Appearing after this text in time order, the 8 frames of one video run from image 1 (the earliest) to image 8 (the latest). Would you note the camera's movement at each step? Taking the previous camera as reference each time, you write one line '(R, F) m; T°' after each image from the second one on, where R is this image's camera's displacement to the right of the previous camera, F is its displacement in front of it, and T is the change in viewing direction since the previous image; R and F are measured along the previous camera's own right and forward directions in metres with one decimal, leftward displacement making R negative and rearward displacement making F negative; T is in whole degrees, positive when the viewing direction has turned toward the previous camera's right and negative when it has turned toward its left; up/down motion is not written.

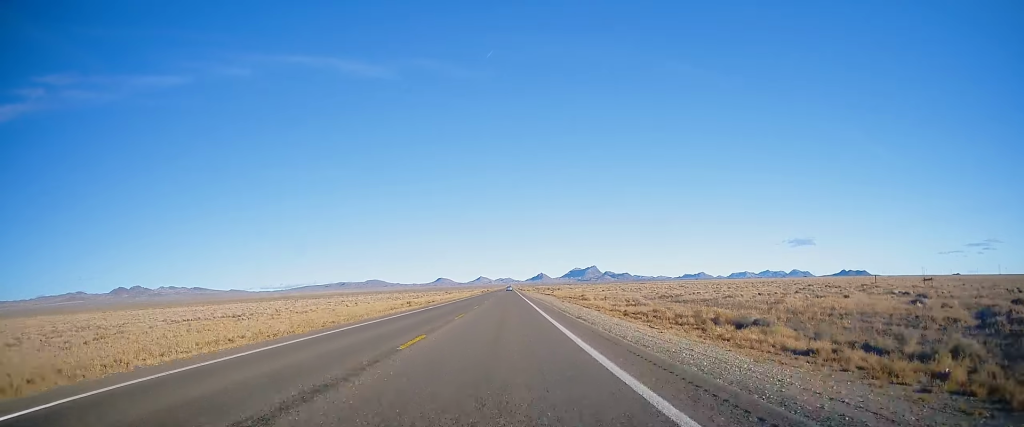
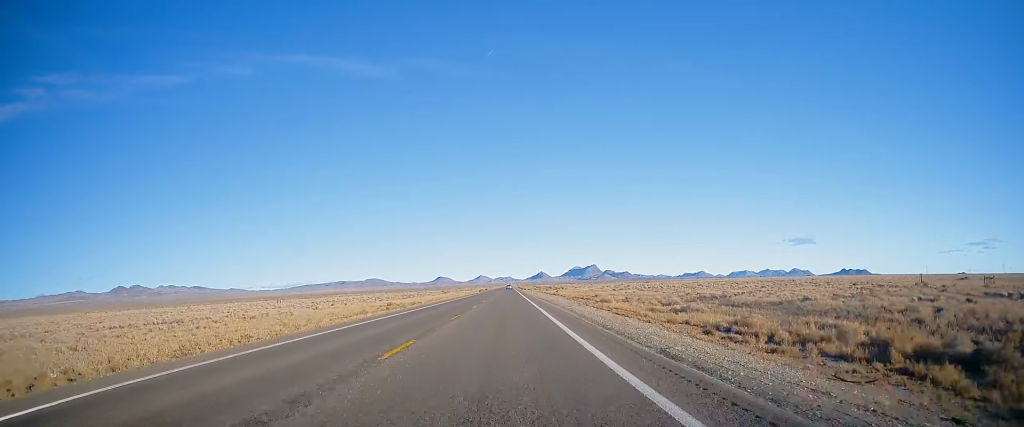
(+0.2, +13.9) m; 0°
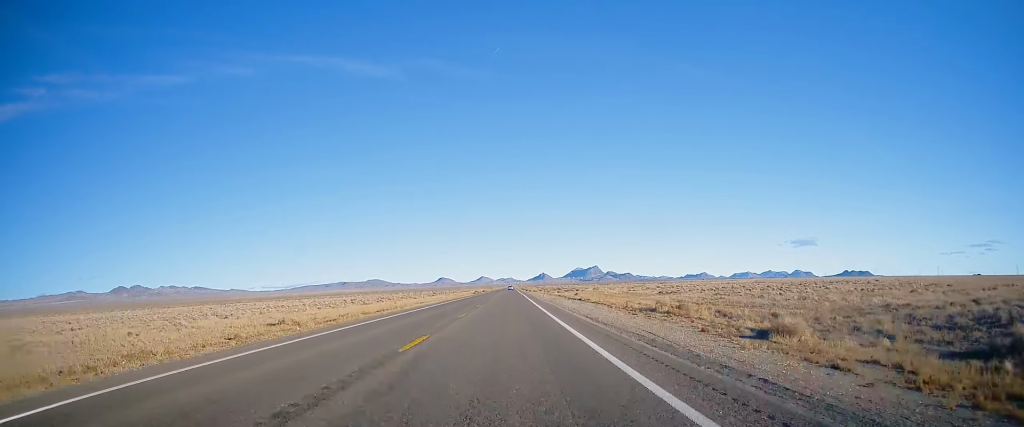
(-0.5, +35.4) m; 0°
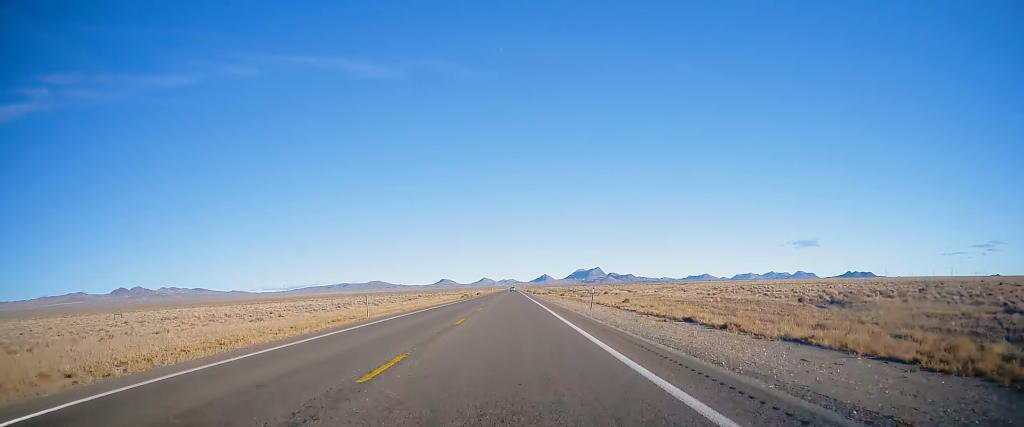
(+0.5, +40.9) m; +1°
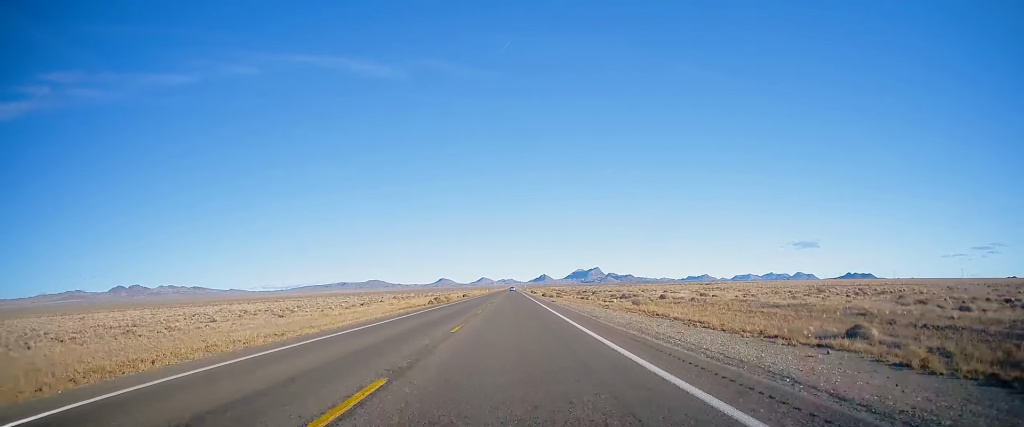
(-0.1, +39.7) m; -1°
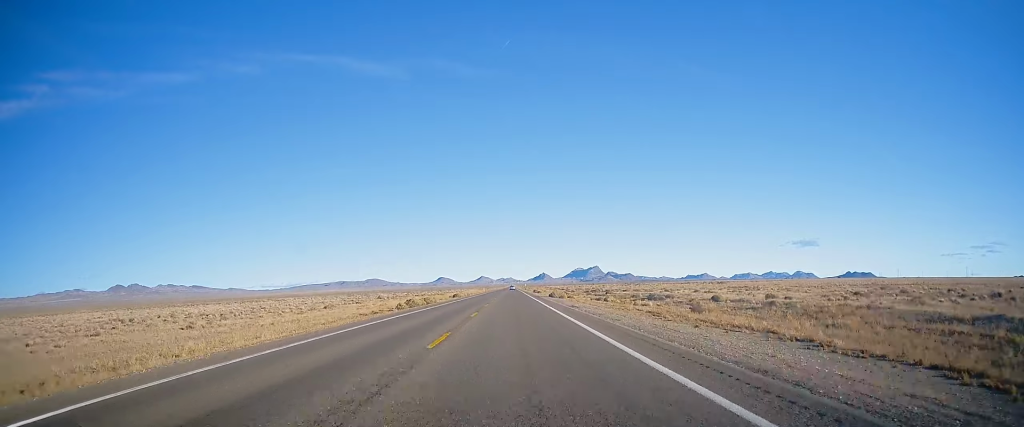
(0.0, +17.1) m; 0°
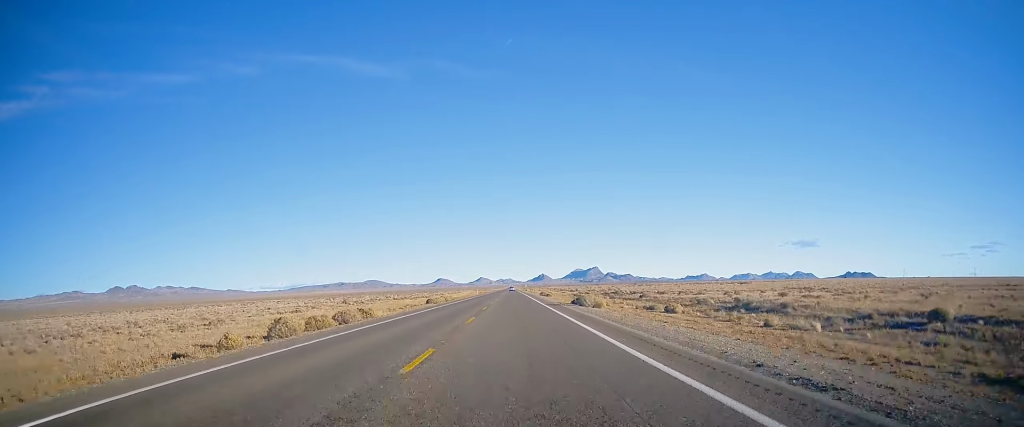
(-0.2, +27.9) m; 0°
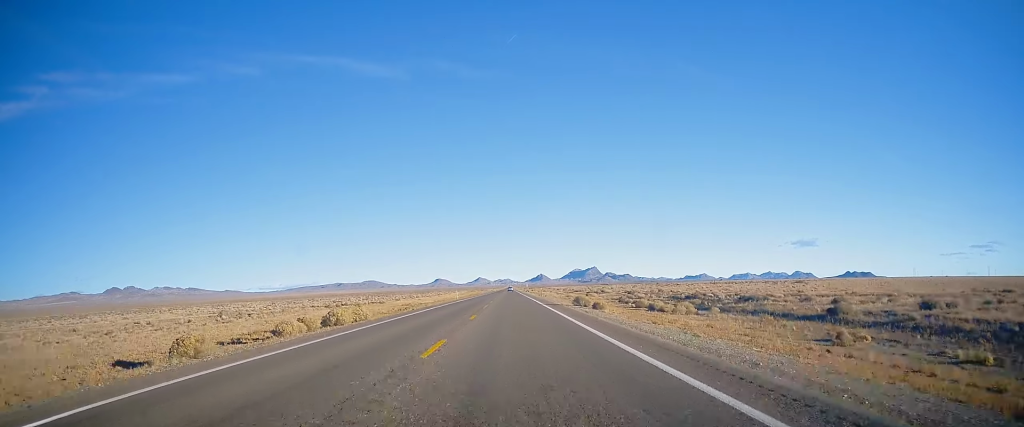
(+0.5, +46.6) m; +1°
